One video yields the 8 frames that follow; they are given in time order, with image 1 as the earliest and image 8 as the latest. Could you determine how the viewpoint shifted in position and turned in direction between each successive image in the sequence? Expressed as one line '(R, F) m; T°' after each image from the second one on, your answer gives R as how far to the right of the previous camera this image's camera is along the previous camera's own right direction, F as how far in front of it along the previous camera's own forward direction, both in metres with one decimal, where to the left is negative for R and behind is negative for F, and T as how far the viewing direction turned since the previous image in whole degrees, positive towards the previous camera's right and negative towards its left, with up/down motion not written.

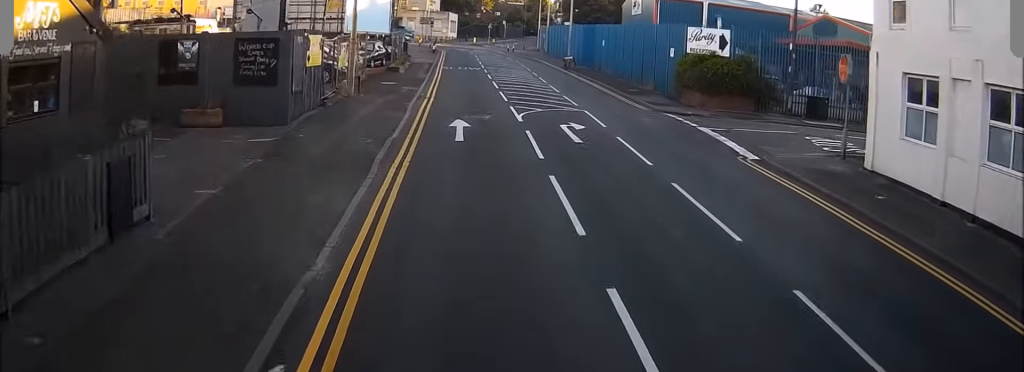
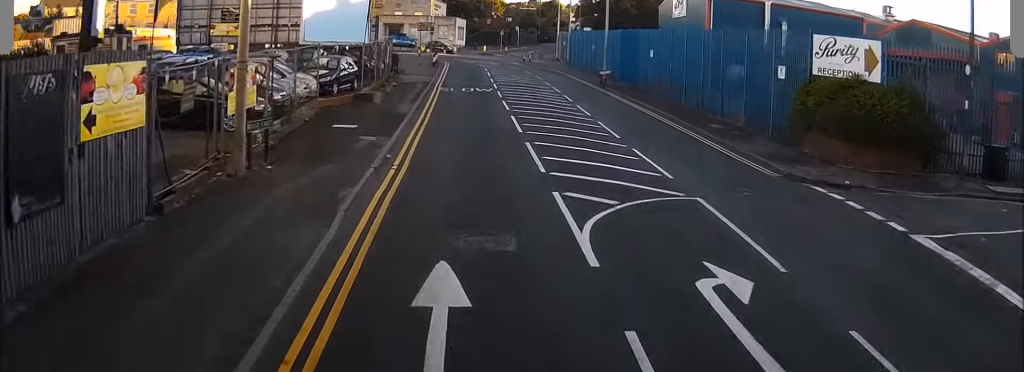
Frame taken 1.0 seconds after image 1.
(-0.2, +13.7) m; 0°
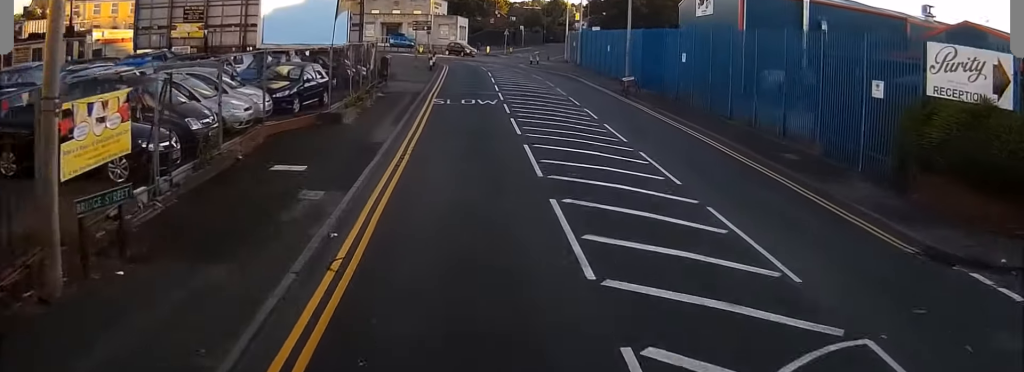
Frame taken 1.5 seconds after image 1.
(0.0, +6.8) m; 0°
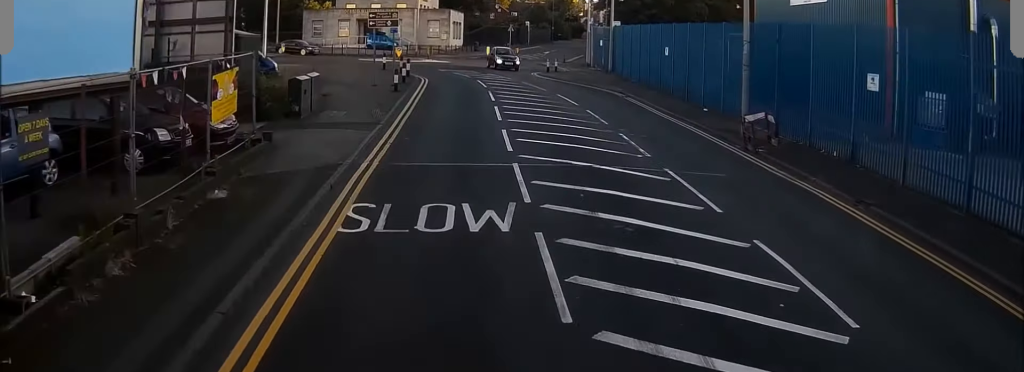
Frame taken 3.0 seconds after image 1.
(+0.2, +19.8) m; 0°
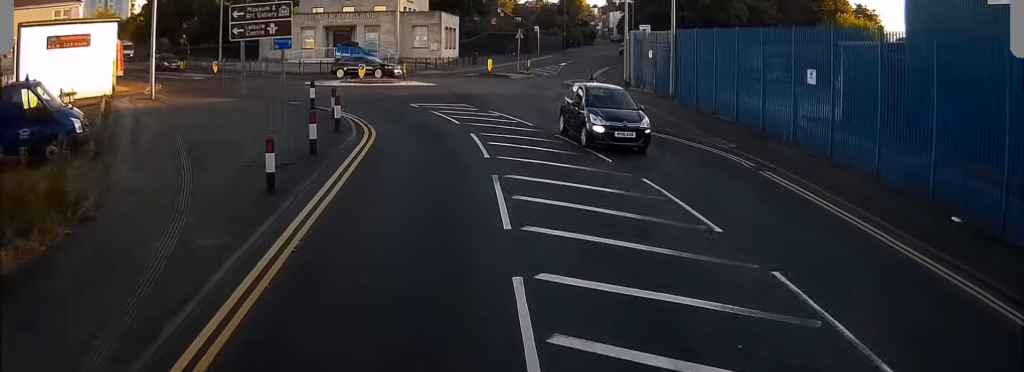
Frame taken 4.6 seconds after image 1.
(-0.1, +18.2) m; -1°
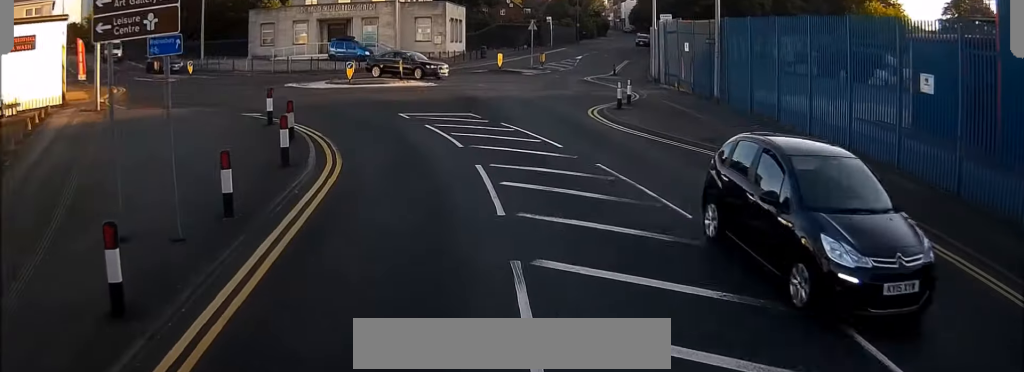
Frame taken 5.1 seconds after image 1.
(-0.1, +5.5) m; -1°
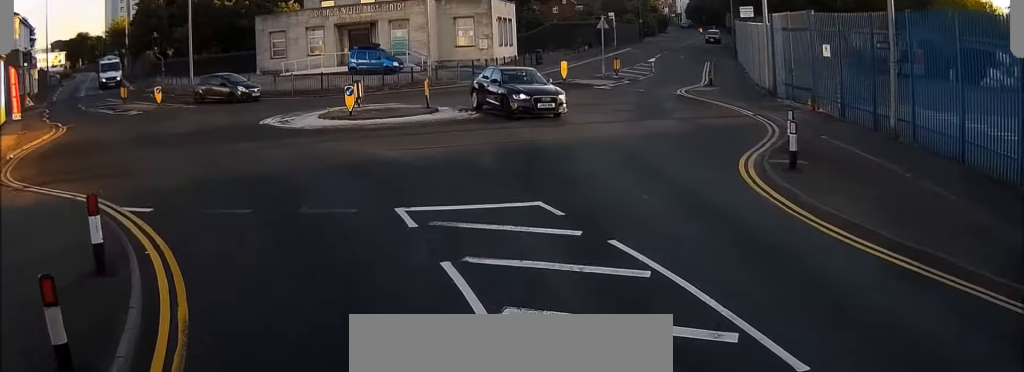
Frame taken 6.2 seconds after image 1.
(-0.1, +10.8) m; -1°
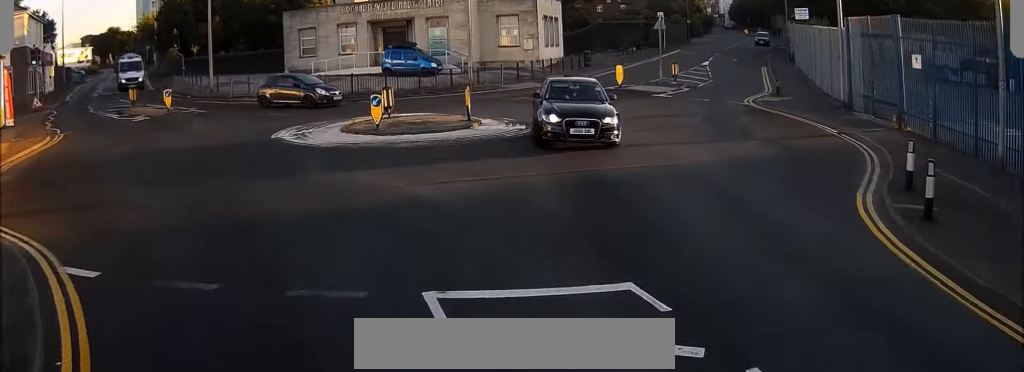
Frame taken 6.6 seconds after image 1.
(0.0, +3.8) m; 0°
